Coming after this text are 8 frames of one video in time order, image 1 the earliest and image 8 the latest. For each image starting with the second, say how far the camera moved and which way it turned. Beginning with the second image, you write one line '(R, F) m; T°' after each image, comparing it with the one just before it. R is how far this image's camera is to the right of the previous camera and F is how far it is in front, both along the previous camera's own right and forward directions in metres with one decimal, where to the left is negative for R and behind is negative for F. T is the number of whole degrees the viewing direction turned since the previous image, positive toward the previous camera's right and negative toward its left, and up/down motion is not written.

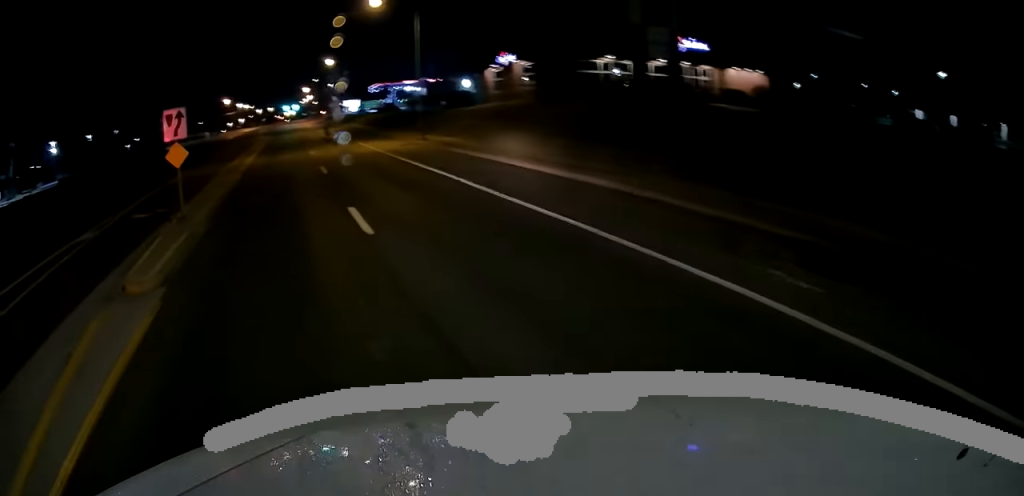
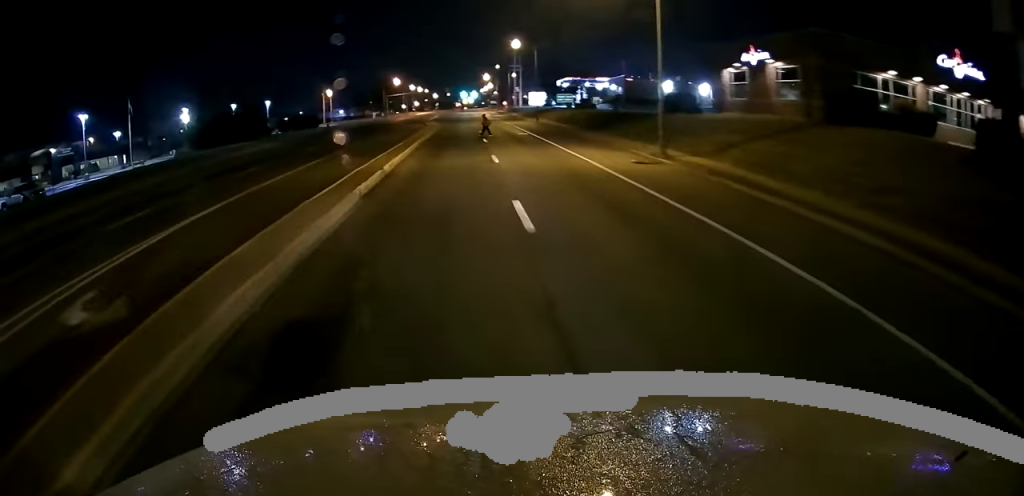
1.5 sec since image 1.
(-1.5, +11.1) m; -13°
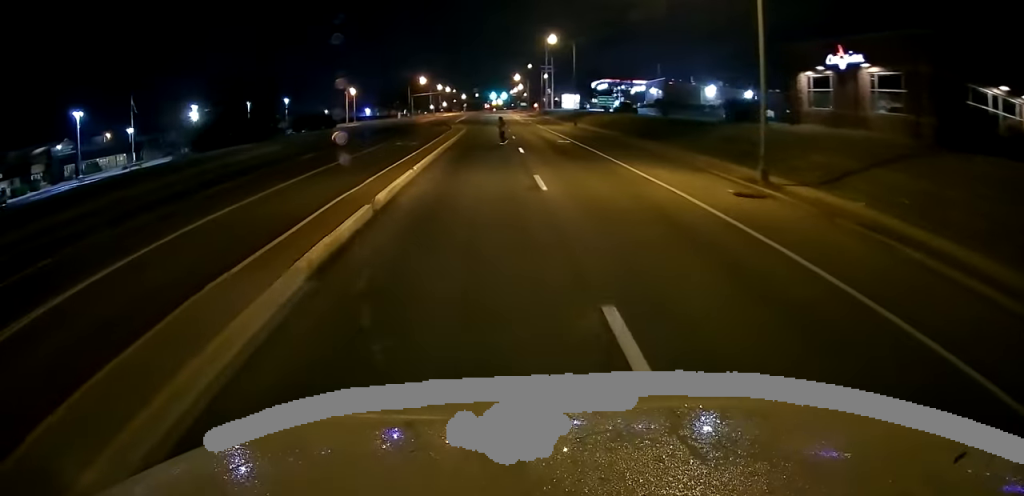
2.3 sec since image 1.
(-0.5, +6.8) m; -6°
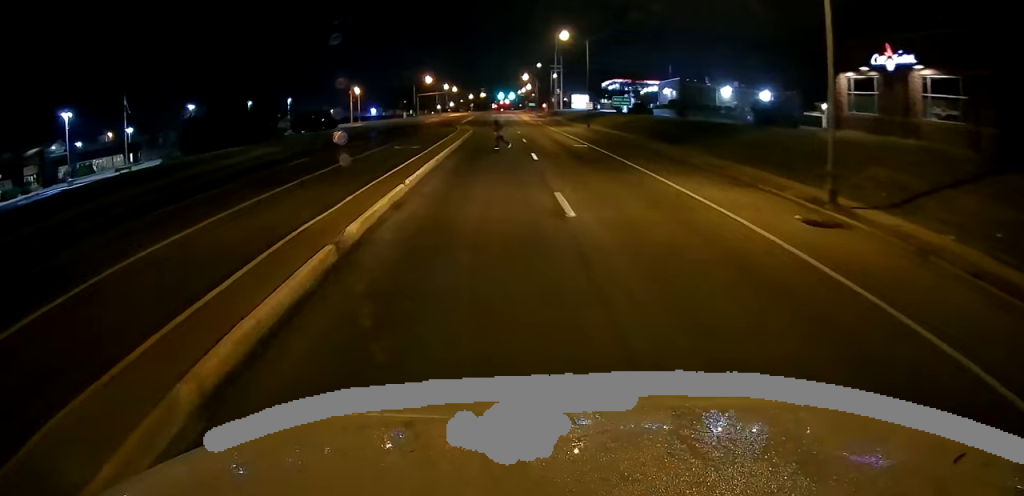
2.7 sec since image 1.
(-0.1, +3.9) m; -2°
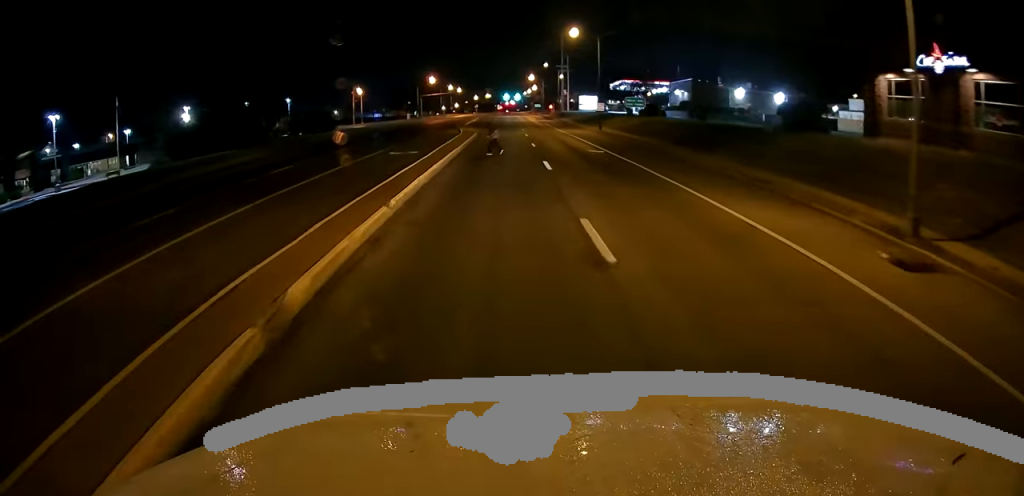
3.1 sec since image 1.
(0.0, +3.6) m; -2°
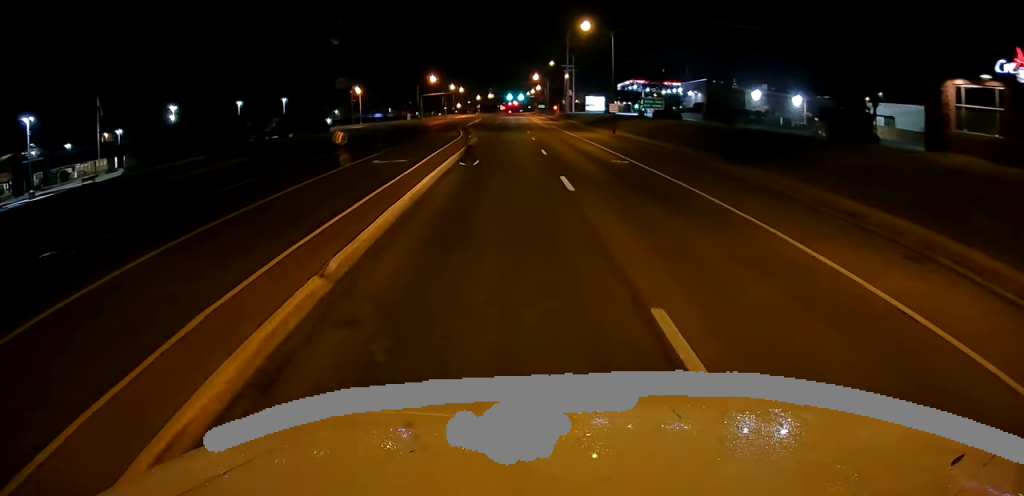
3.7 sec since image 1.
(-0.2, +5.6) m; -3°
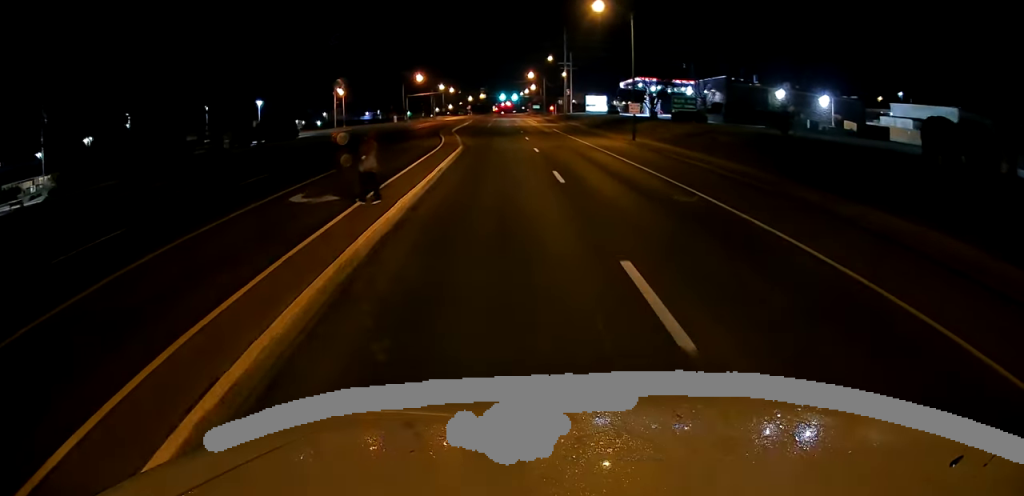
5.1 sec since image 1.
(-0.7, +11.5) m; -4°
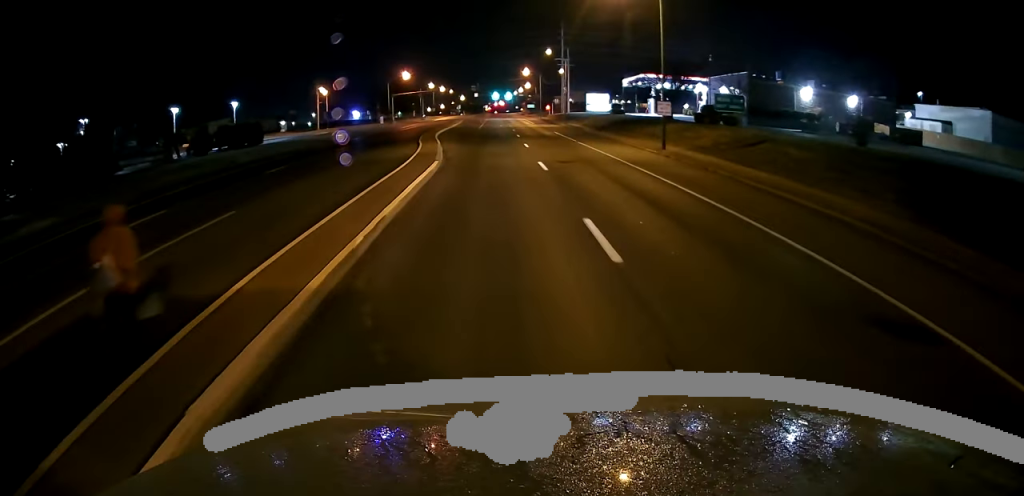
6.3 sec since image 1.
(+0.1, +9.3) m; +1°
